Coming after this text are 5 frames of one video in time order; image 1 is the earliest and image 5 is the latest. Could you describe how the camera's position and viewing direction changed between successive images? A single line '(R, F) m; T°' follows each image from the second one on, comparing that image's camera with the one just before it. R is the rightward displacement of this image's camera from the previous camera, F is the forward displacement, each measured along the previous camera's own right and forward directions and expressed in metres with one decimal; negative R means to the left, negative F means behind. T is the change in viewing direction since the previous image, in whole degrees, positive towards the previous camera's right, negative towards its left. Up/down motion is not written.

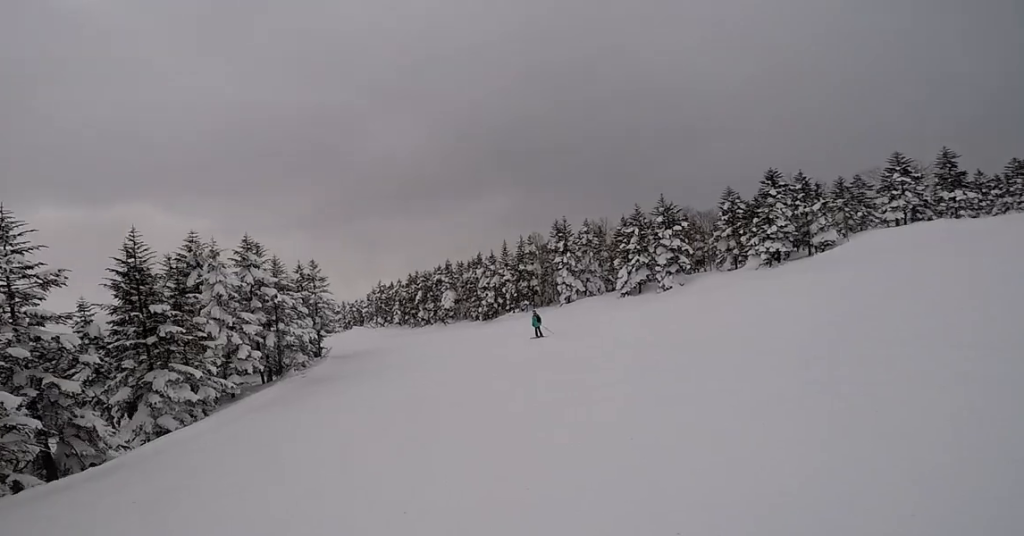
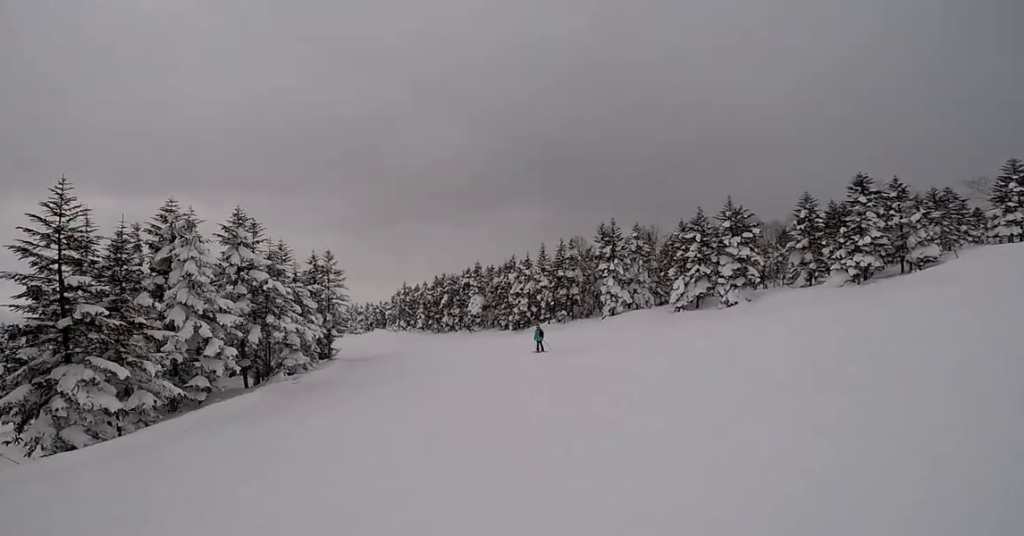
(-0.2, +5.0) m; +2°
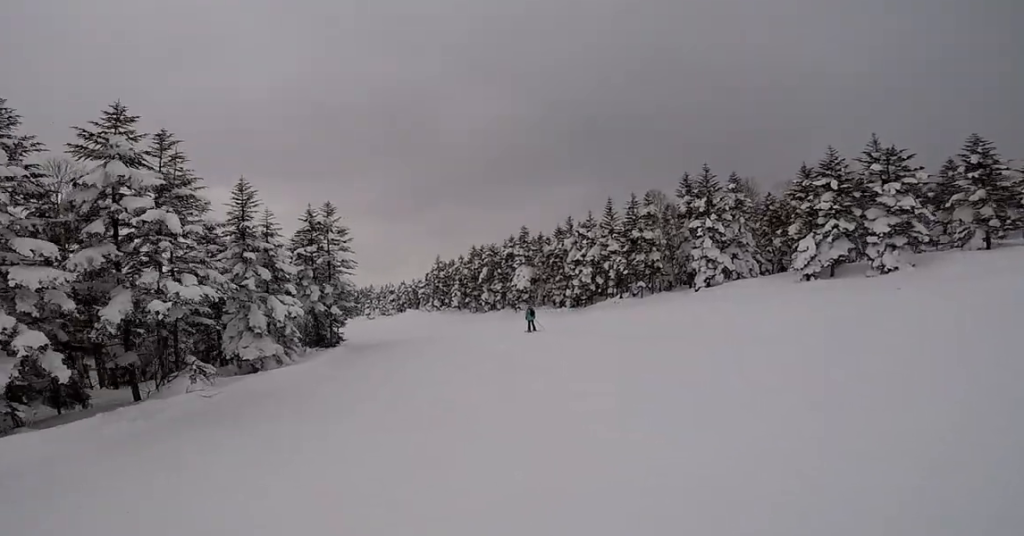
(+0.4, +9.5) m; -7°
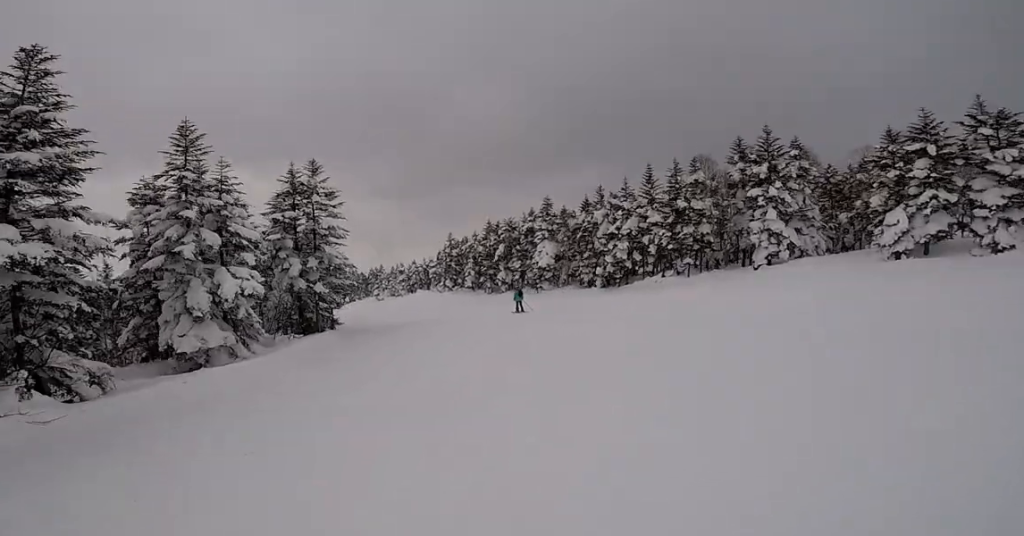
(-0.7, +5.0) m; -7°
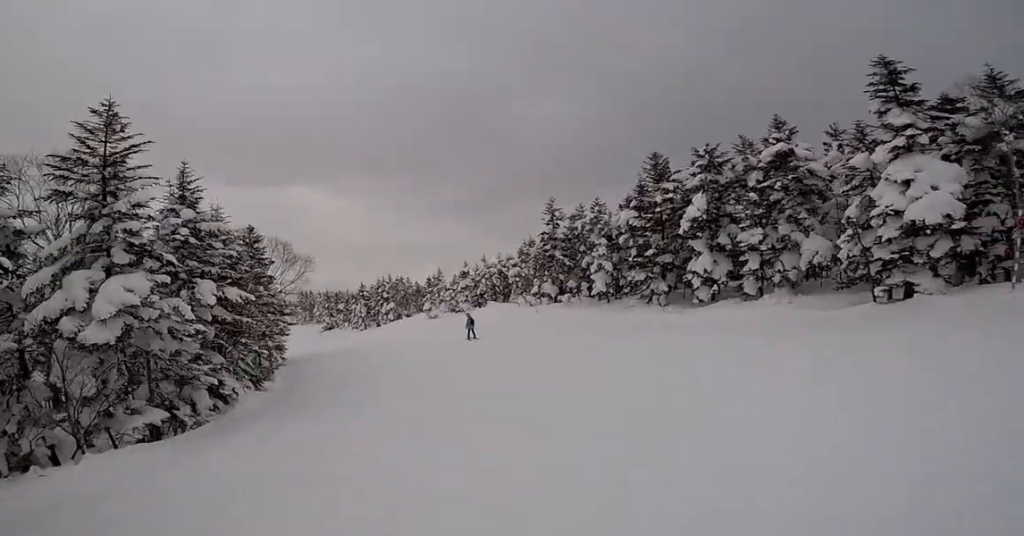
(-2.2, +29.2) m; -11°
